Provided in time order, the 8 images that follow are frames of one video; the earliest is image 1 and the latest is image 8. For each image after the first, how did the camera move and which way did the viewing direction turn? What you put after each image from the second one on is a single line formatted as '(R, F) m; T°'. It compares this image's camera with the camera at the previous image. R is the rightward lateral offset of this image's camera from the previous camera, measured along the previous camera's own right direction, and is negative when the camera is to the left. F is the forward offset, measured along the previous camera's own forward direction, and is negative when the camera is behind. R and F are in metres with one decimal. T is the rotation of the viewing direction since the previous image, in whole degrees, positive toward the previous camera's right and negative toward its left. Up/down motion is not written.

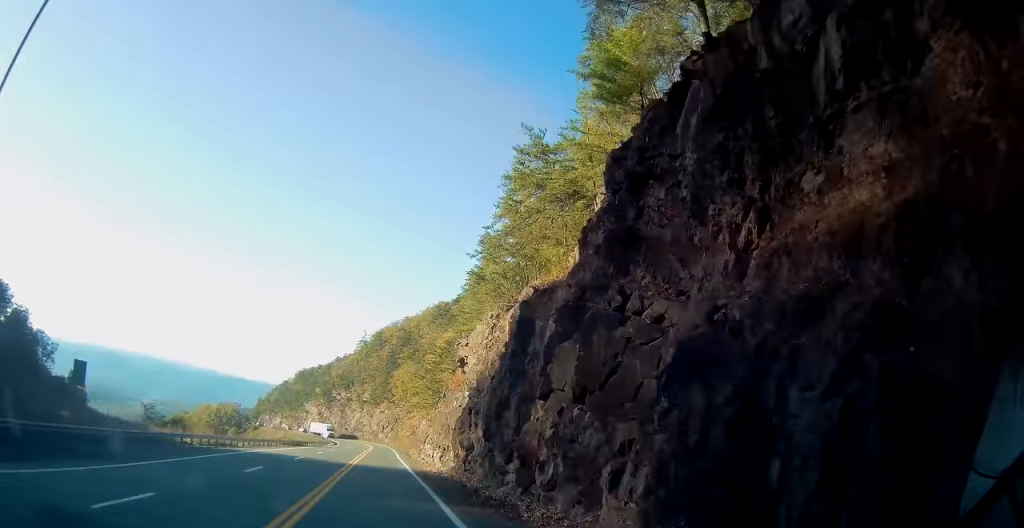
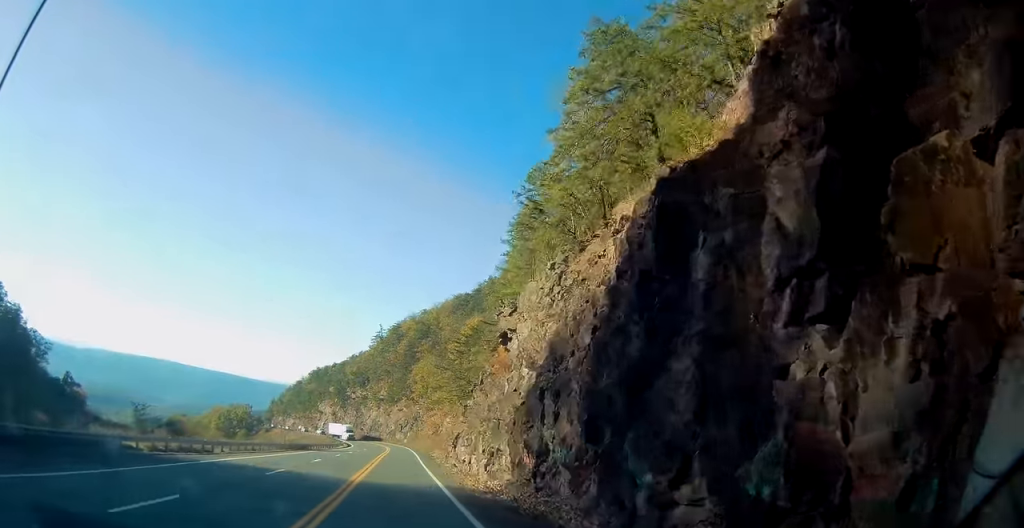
(-0.6, +11.7) m; -2°
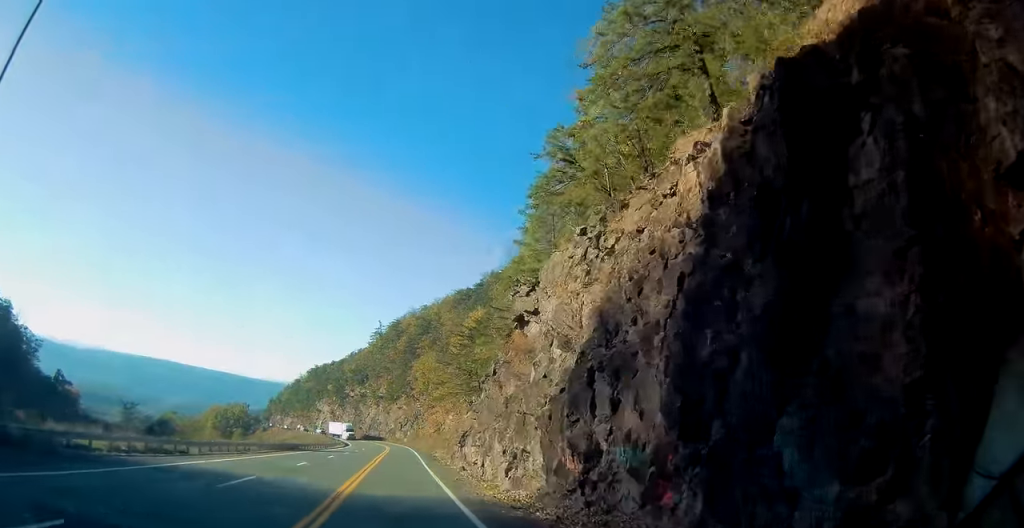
(+0.1, +4.9) m; 0°
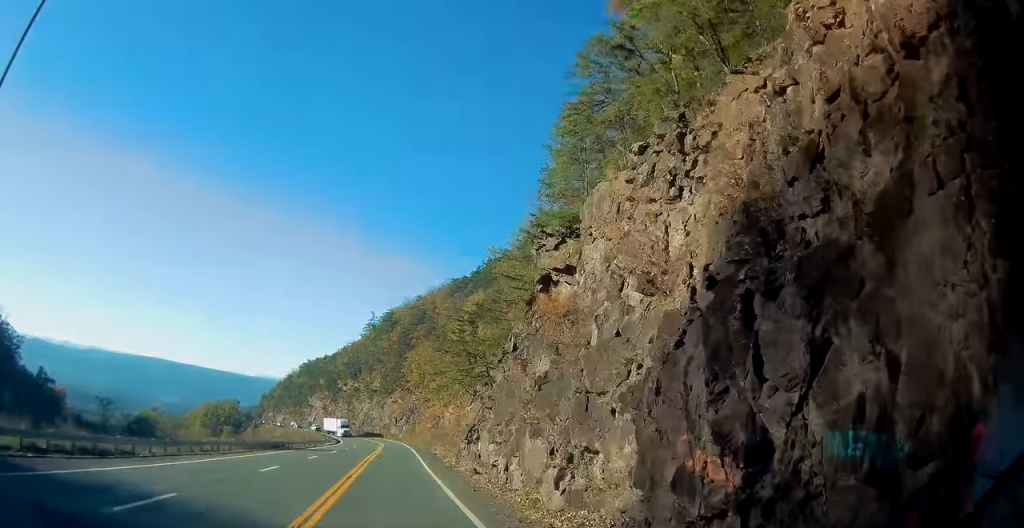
(+0.1, +7.1) m; 0°
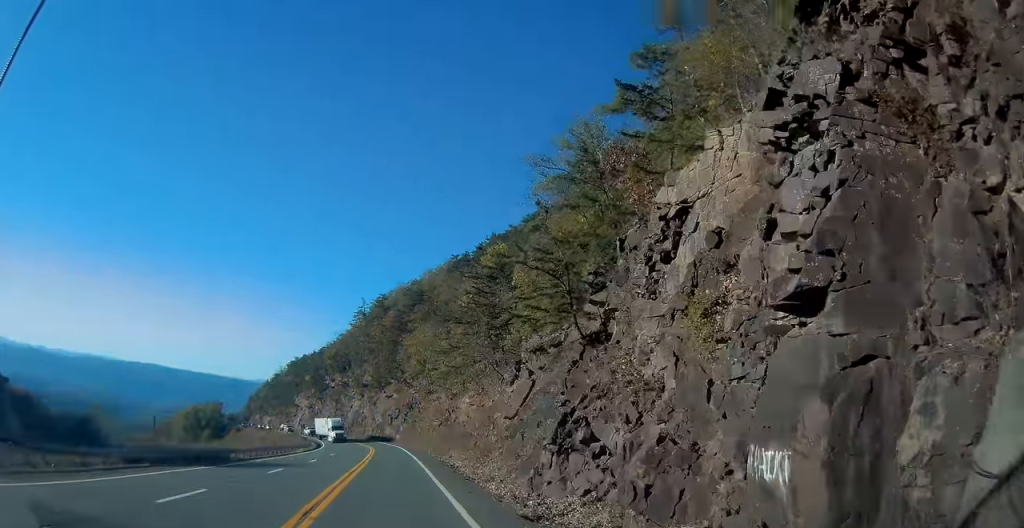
(-0.4, +21.3) m; -1°
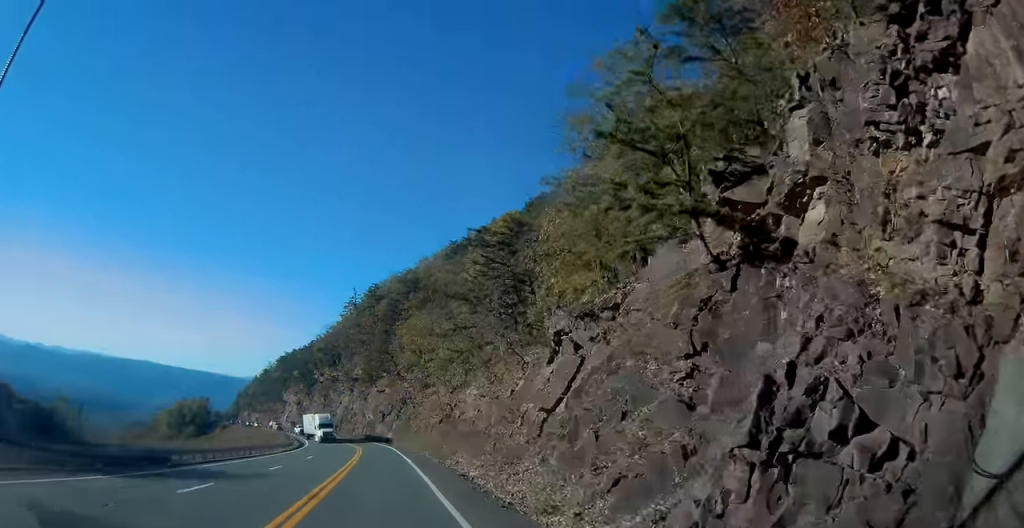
(0.0, +9.6) m; 0°
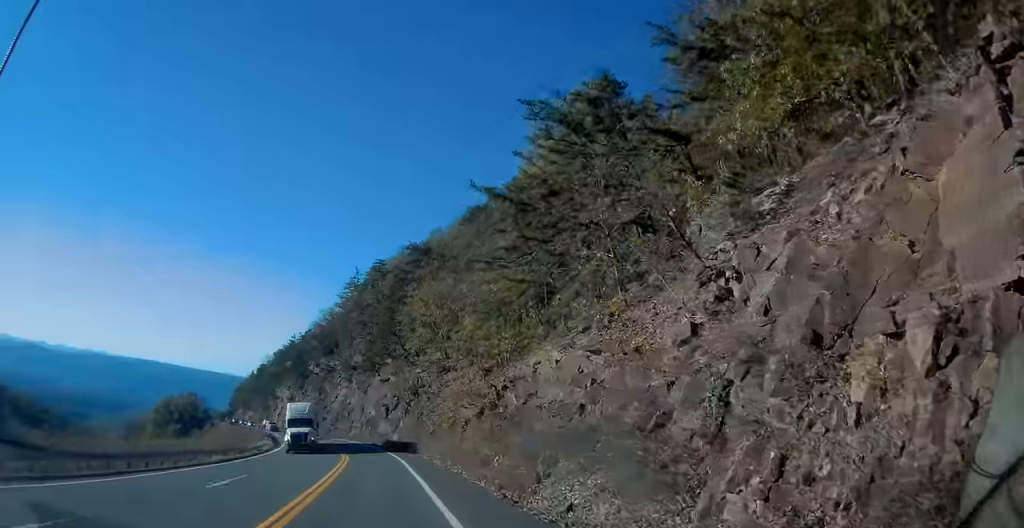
(+0.2, +21.1) m; +1°
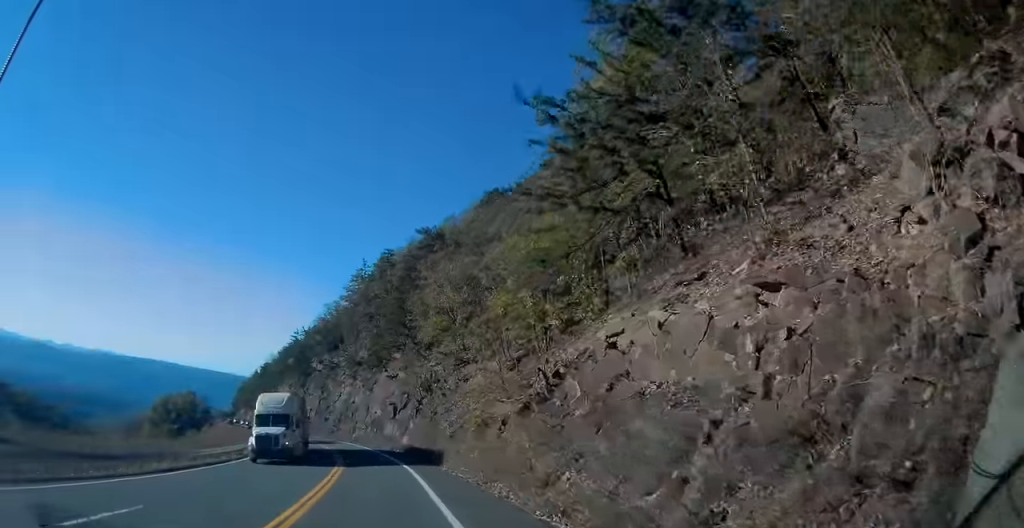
(0.0, +8.6) m; -1°
